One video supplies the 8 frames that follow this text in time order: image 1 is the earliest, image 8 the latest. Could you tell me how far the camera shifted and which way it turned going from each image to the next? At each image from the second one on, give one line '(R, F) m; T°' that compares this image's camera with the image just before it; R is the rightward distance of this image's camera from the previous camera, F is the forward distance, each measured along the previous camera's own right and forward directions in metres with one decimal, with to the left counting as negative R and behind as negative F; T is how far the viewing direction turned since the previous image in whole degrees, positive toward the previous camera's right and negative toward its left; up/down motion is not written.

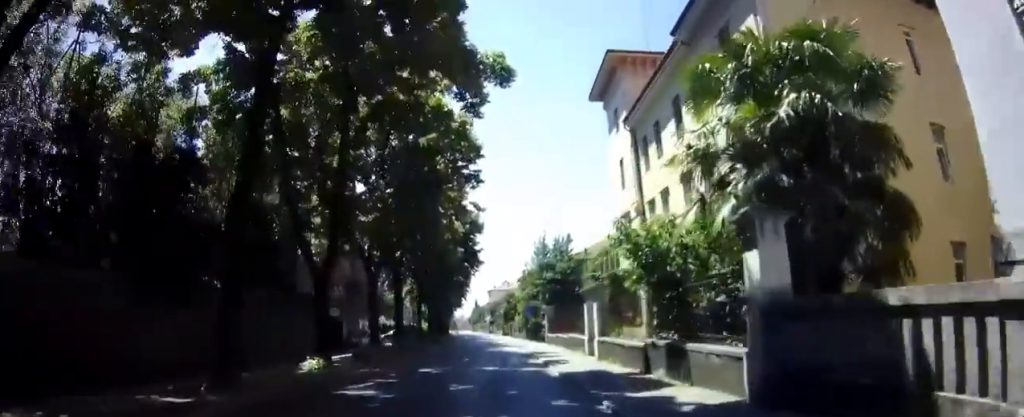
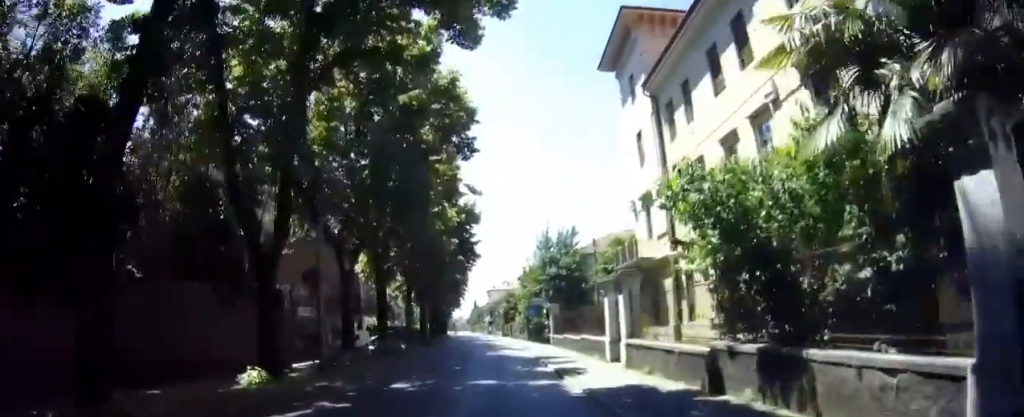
(0.0, +4.2) m; -1°
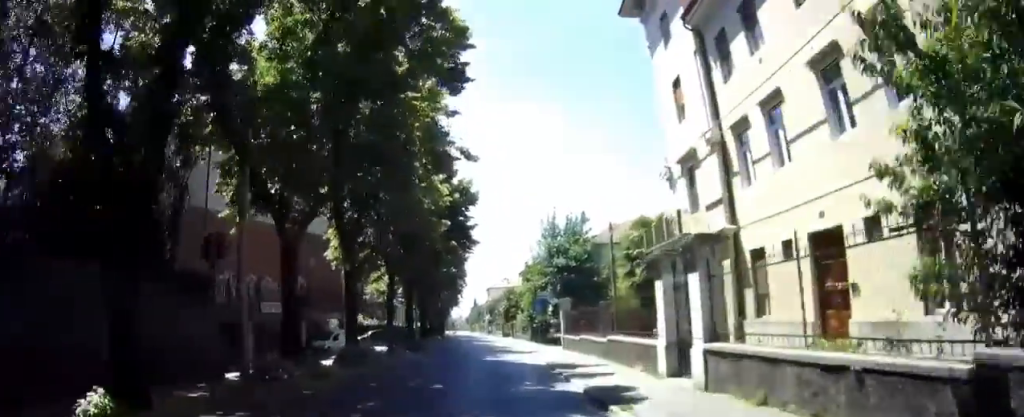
(0.0, +5.6) m; -1°
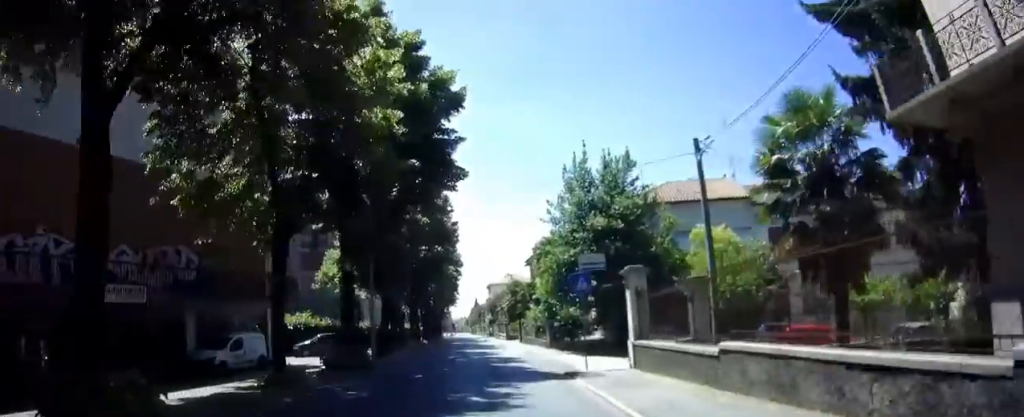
(+0.1, +15.0) m; +3°
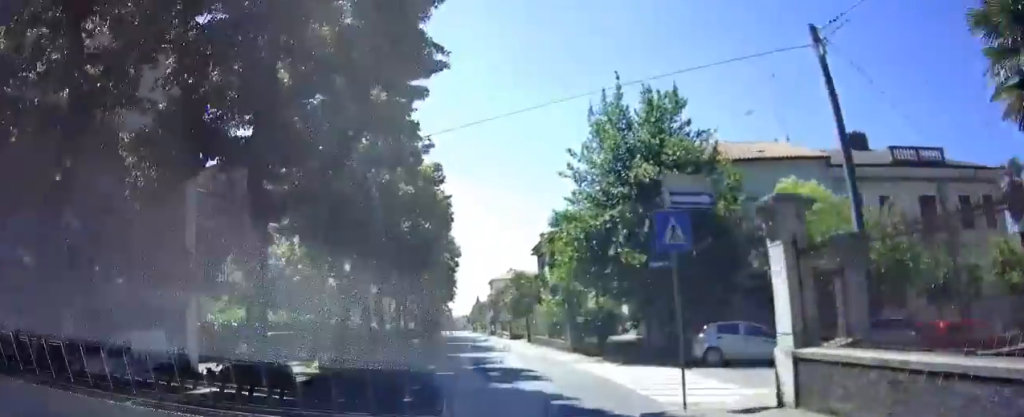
(+0.2, +7.9) m; +2°
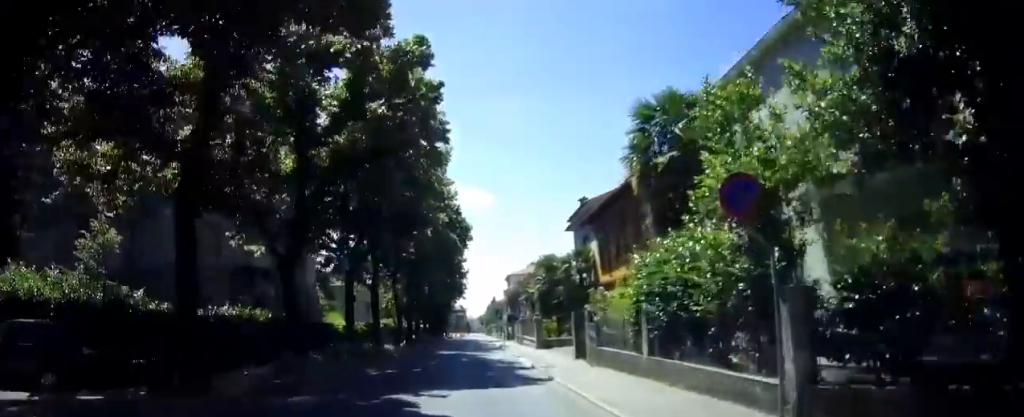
(-0.1, +16.4) m; -2°
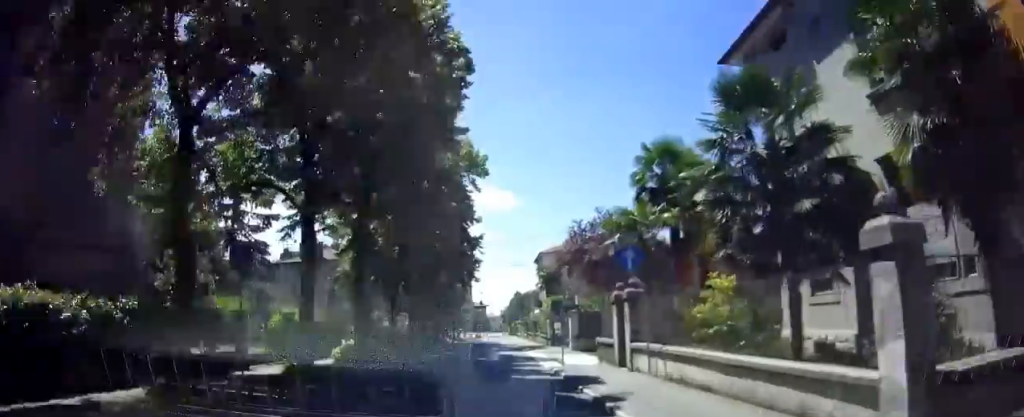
(-1.1, +28.7) m; -3°
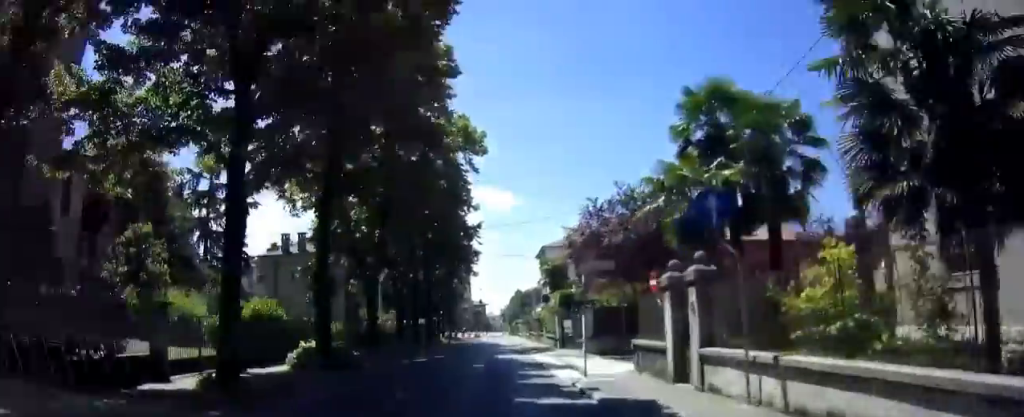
(0.0, +4.9) m; 0°
